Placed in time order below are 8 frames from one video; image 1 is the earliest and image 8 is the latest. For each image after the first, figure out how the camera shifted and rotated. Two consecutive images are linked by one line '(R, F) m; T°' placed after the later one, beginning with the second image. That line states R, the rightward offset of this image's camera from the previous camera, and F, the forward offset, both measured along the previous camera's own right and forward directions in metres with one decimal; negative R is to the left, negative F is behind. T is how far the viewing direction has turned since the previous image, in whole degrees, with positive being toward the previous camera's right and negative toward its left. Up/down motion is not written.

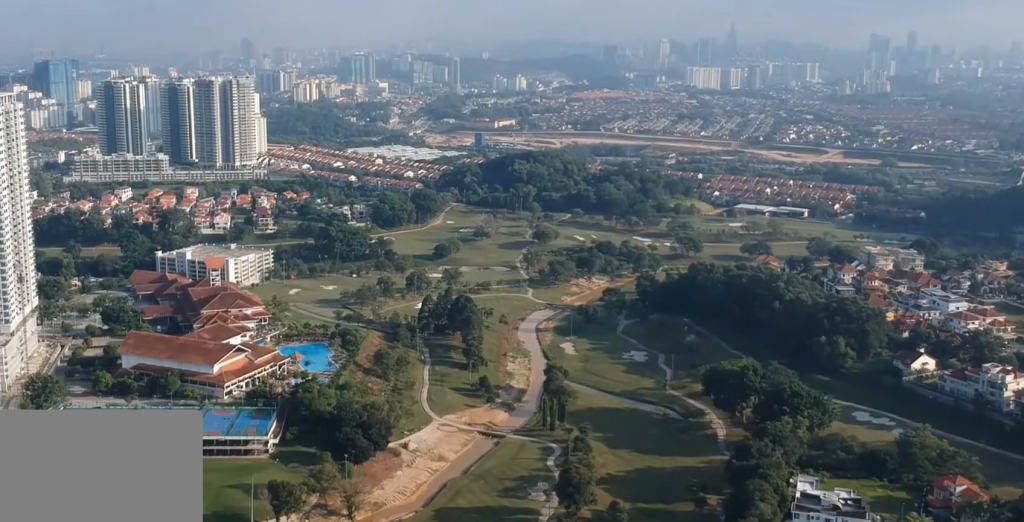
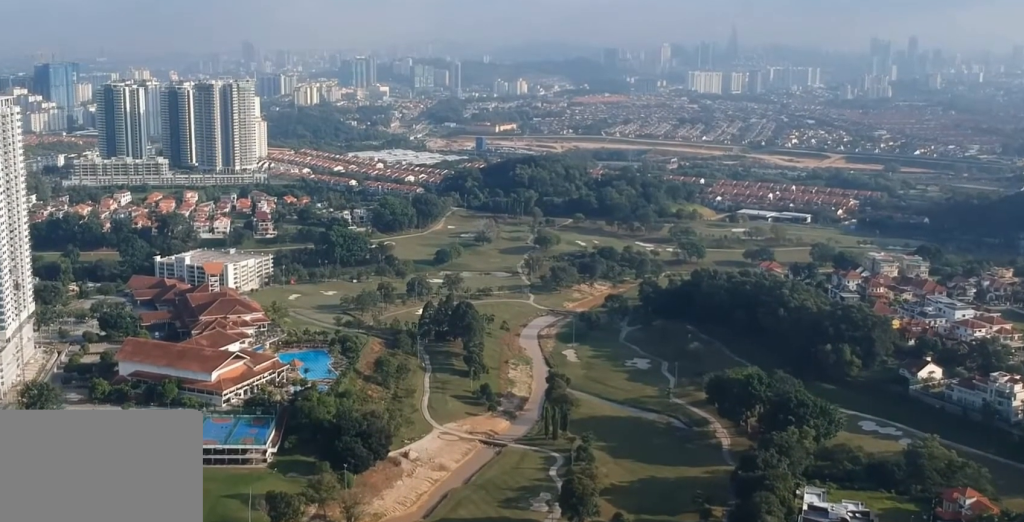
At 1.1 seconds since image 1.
(+0.2, +9.7) m; +1°
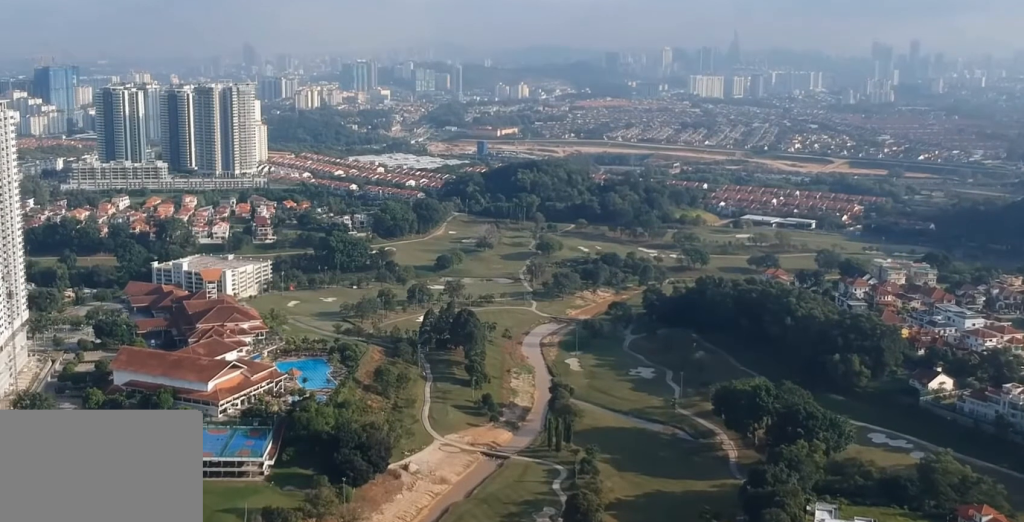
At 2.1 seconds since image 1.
(0.0, +10.0) m; 0°
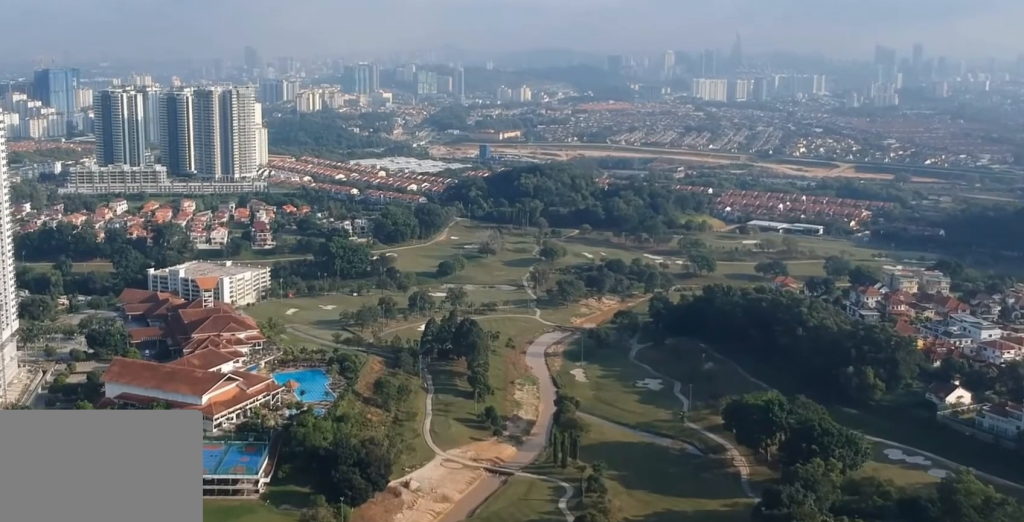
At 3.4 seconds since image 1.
(0.0, +11.5) m; 0°
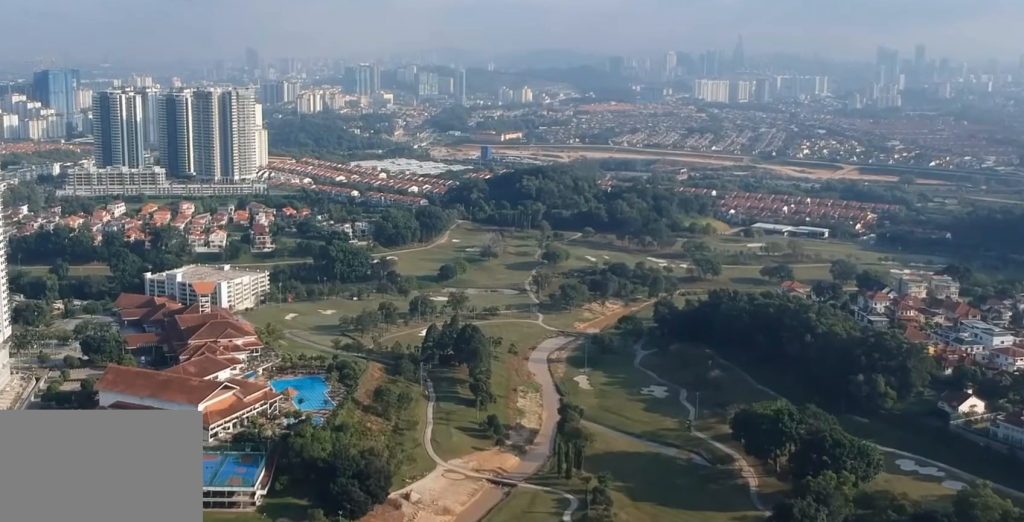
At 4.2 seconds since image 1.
(0.0, +5.5) m; 0°
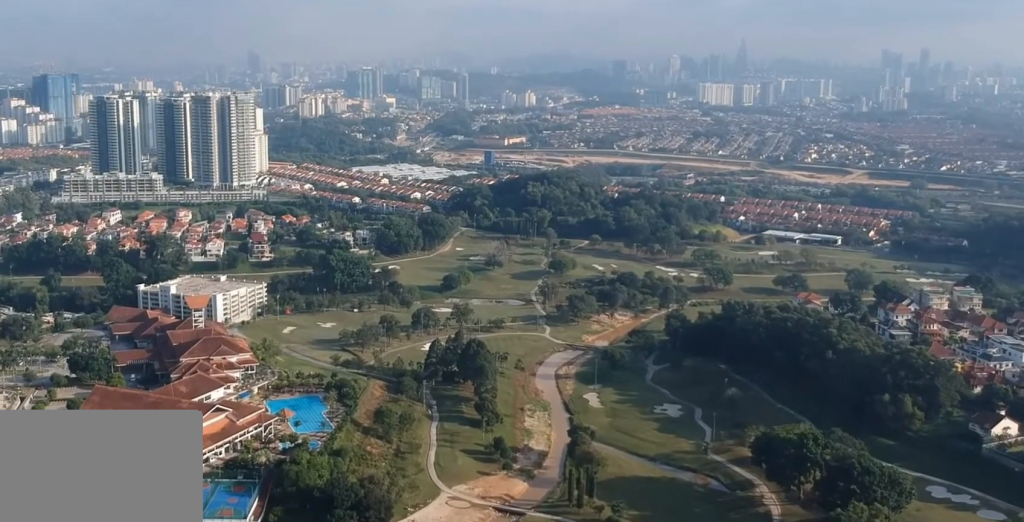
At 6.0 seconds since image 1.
(0.0, +9.3) m; 0°
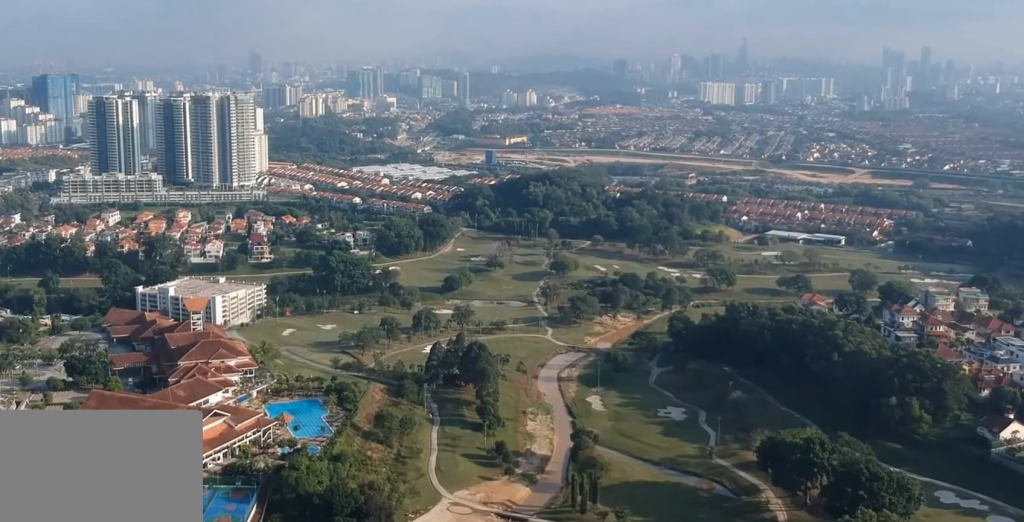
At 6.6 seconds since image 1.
(0.0, +2.5) m; 0°
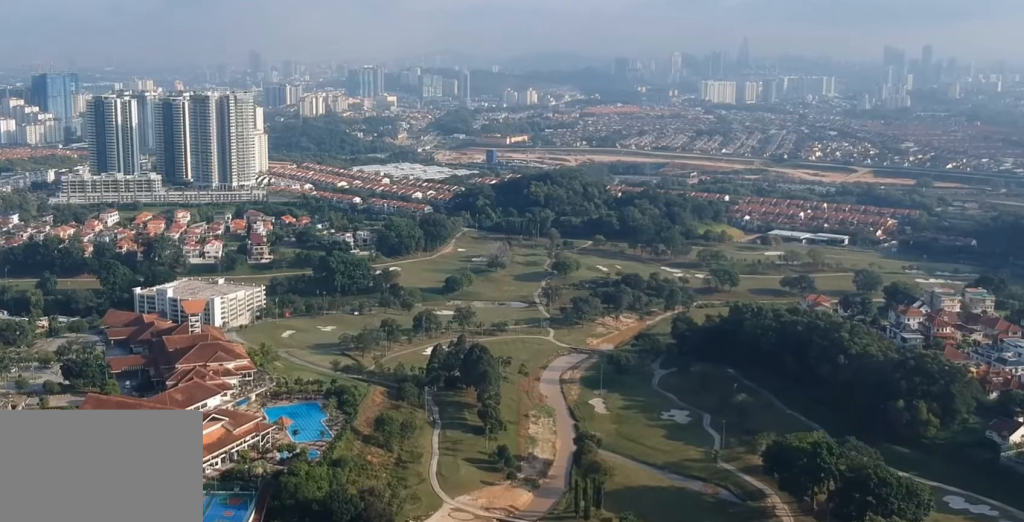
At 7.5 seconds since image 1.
(0.0, +3.5) m; 0°
